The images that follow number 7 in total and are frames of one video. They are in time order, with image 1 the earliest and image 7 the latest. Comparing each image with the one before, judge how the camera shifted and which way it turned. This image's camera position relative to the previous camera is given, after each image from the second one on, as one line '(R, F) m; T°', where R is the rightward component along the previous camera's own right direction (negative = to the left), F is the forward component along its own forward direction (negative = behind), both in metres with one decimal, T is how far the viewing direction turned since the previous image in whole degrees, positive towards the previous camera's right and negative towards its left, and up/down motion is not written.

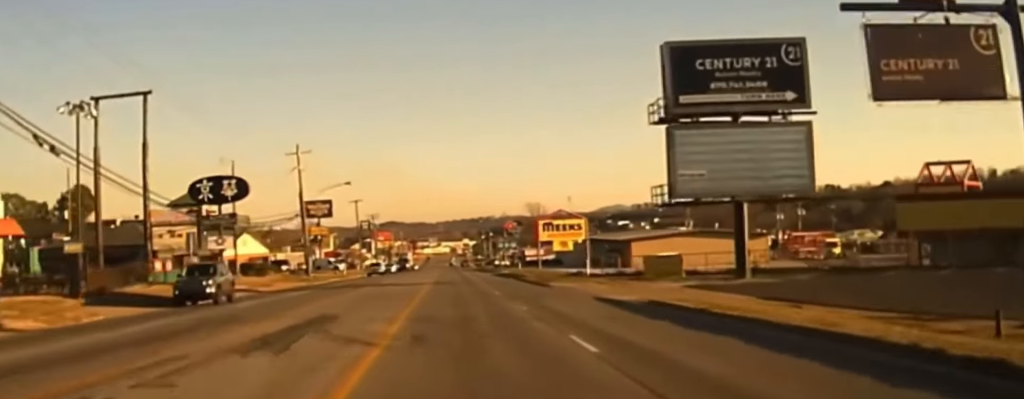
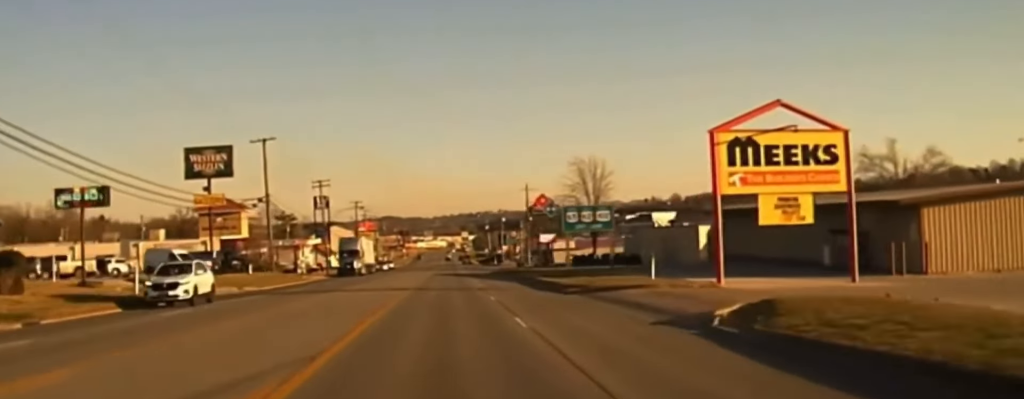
(+1.1, +75.4) m; +1°
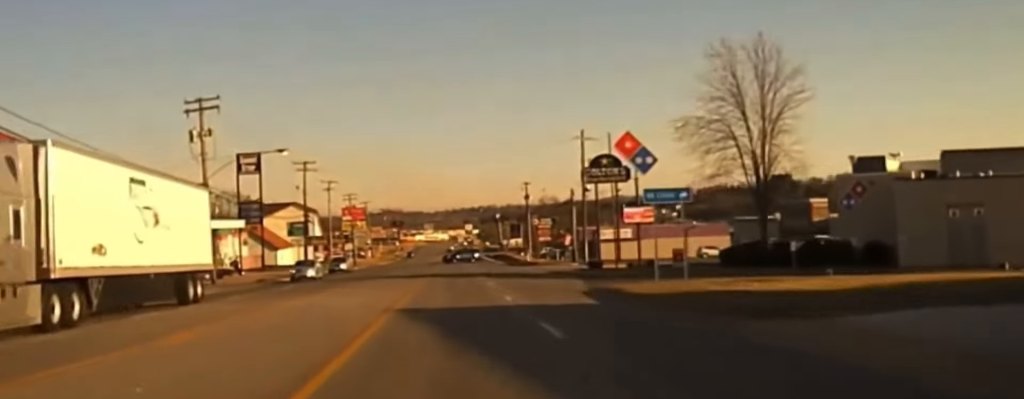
(+0.2, +73.8) m; 0°
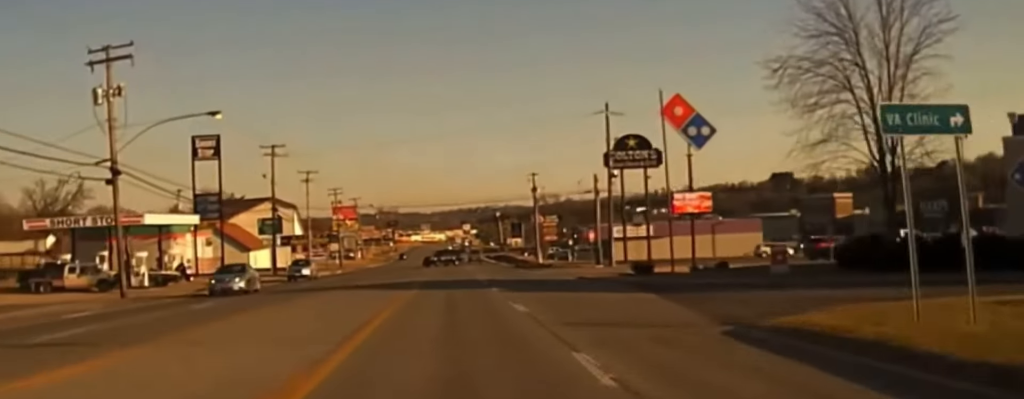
(0.0, +20.8) m; 0°
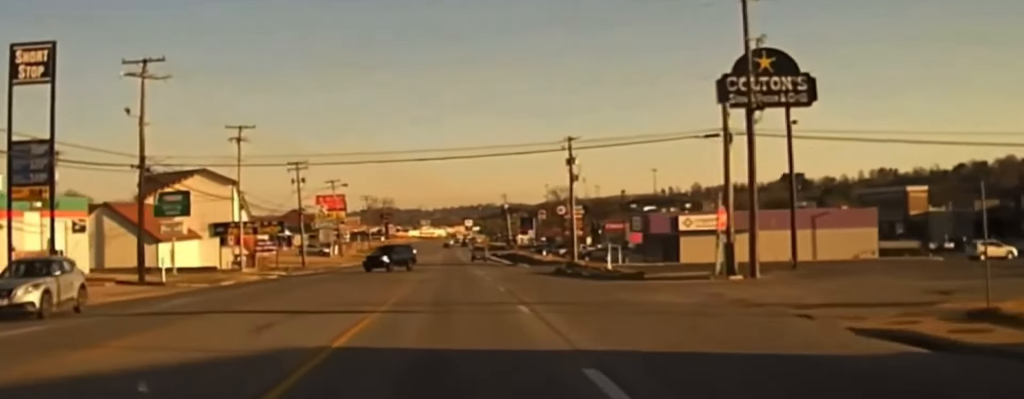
(+0.1, +41.2) m; 0°
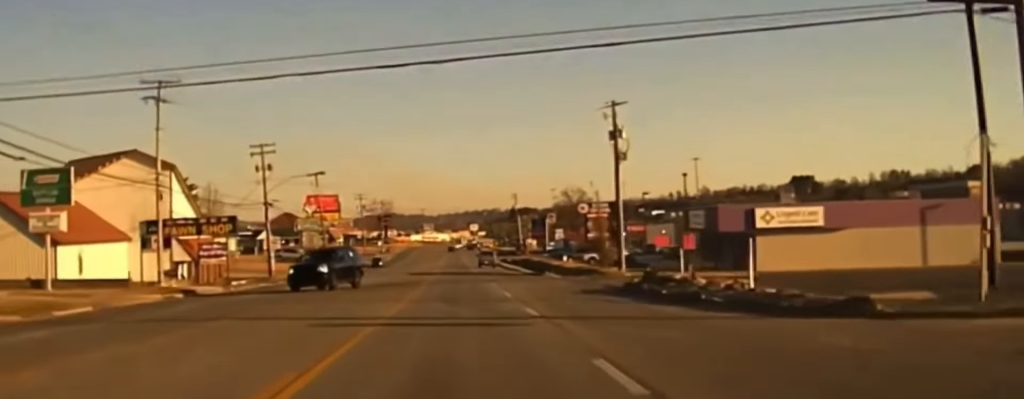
(+0.1, +23.7) m; 0°
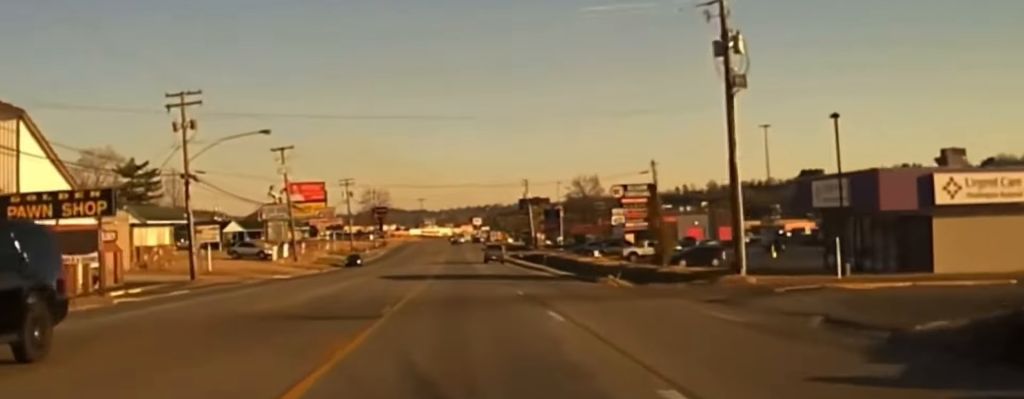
(+0.1, +27.7) m; 0°
